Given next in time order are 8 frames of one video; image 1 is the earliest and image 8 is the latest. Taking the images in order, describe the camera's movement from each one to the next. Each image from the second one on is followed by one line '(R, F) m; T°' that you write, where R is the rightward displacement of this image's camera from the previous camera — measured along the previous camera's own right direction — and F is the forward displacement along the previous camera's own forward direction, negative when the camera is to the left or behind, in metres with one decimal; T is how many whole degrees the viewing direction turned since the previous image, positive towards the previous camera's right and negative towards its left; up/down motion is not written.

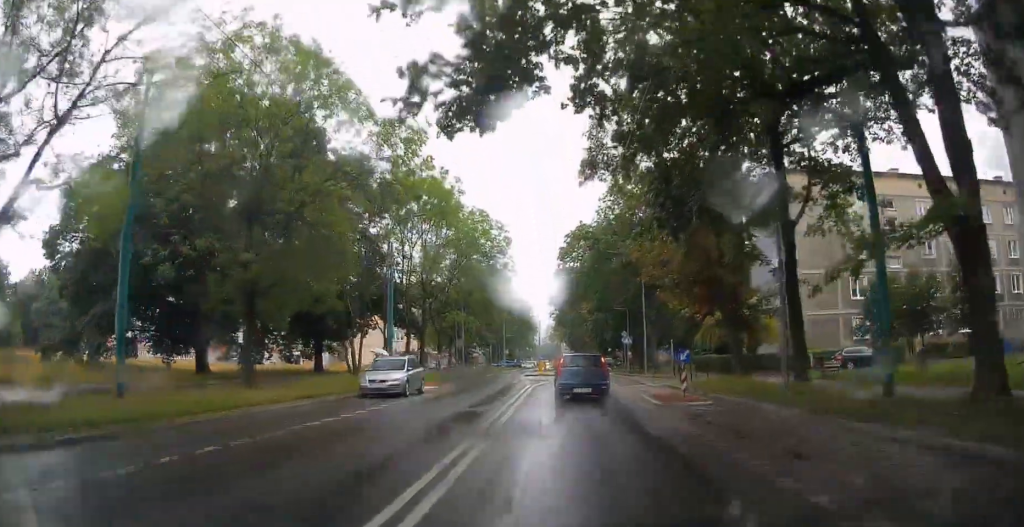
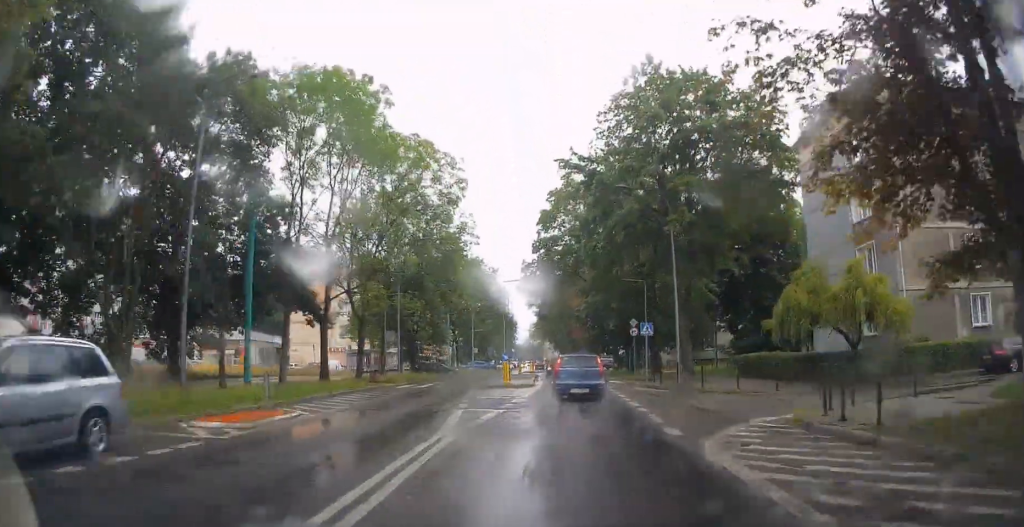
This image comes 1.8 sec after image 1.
(+0.1, +17.2) m; +2°
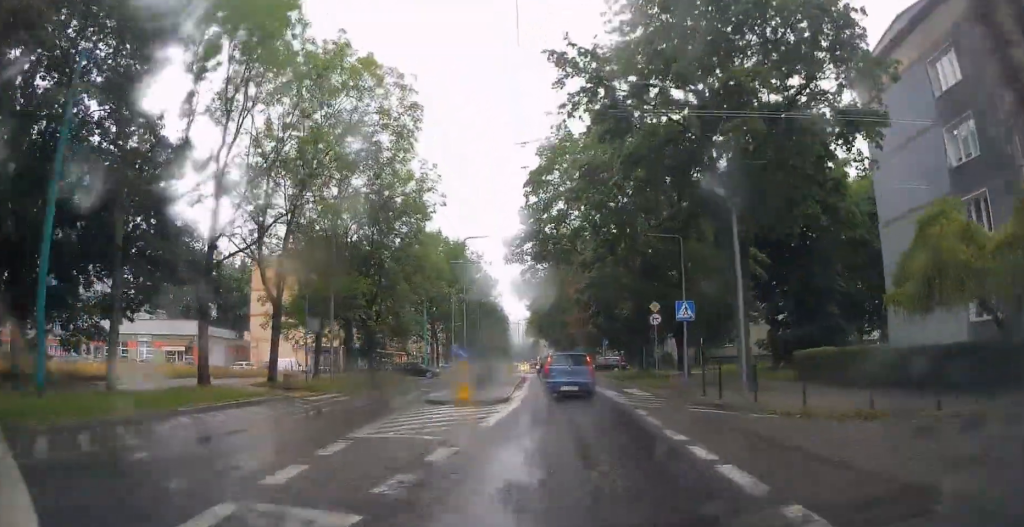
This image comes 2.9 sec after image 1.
(+0.1, +10.7) m; -2°
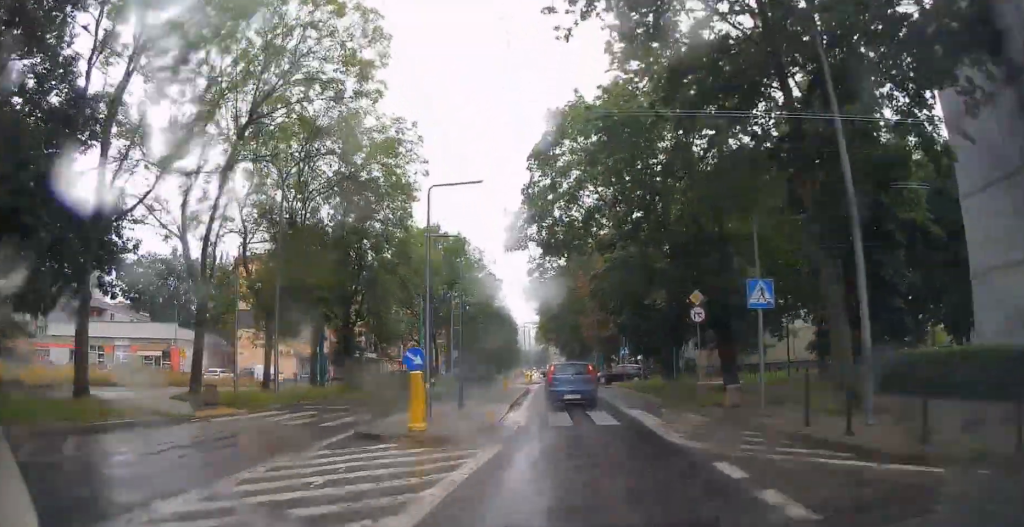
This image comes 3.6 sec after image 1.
(-0.3, +6.8) m; -2°
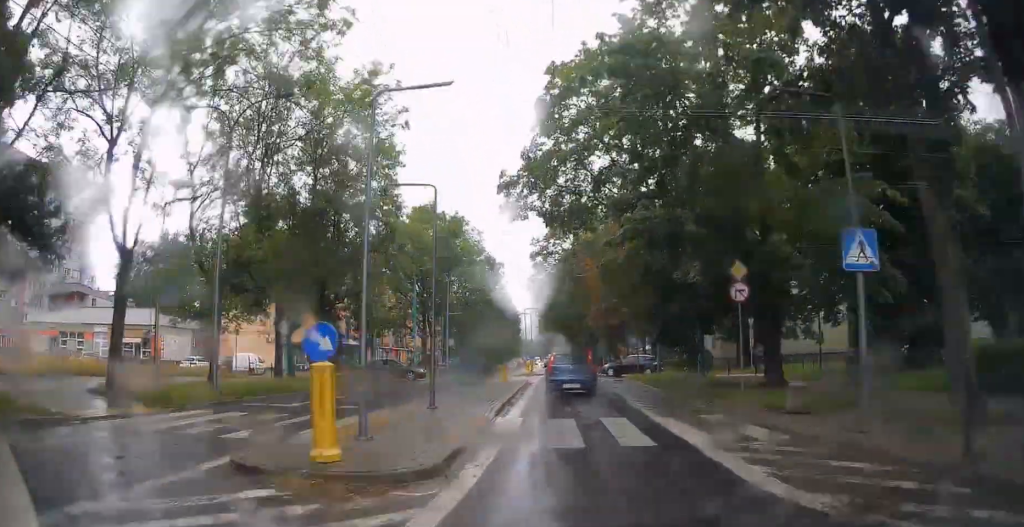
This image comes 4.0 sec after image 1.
(0.0, +4.2) m; 0°
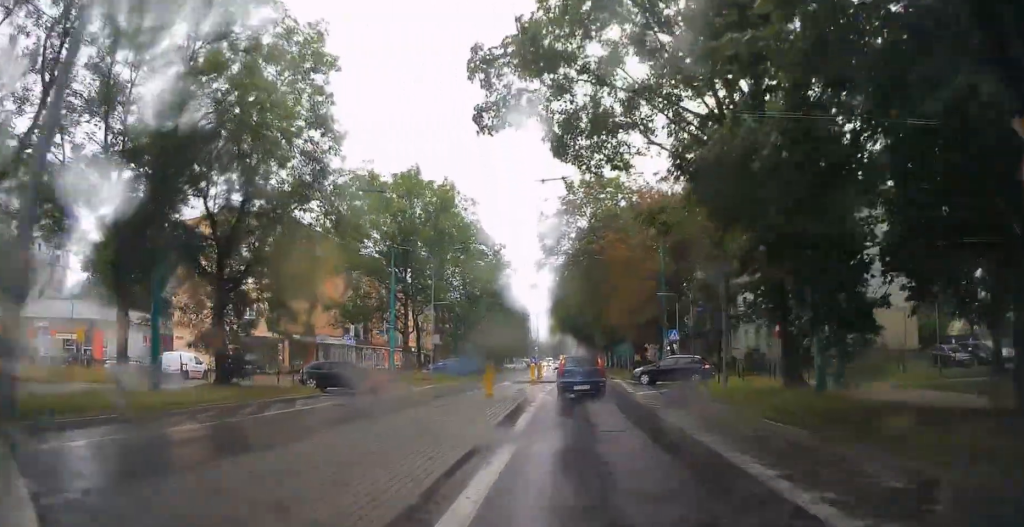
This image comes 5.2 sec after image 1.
(+0.1, +11.1) m; 0°
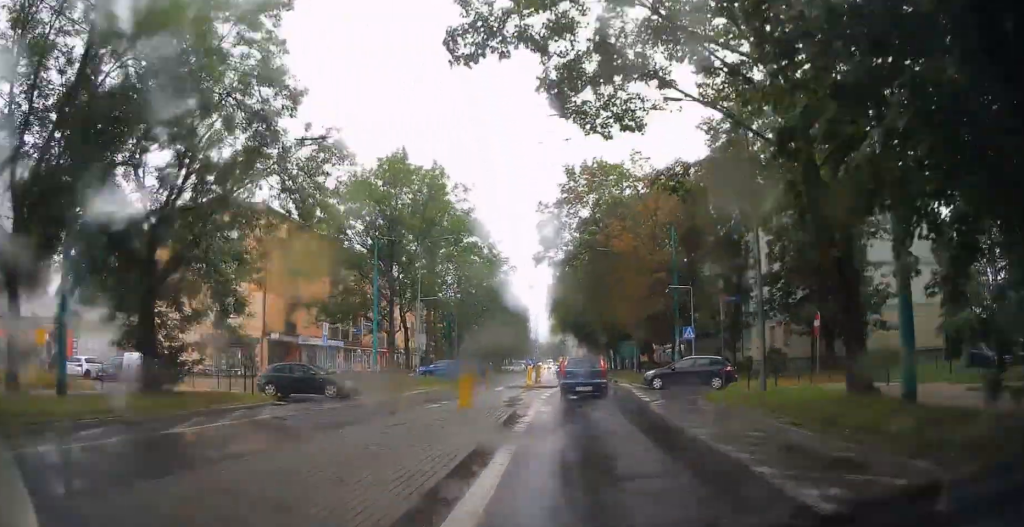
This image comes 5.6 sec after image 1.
(+0.1, +4.0) m; -1°
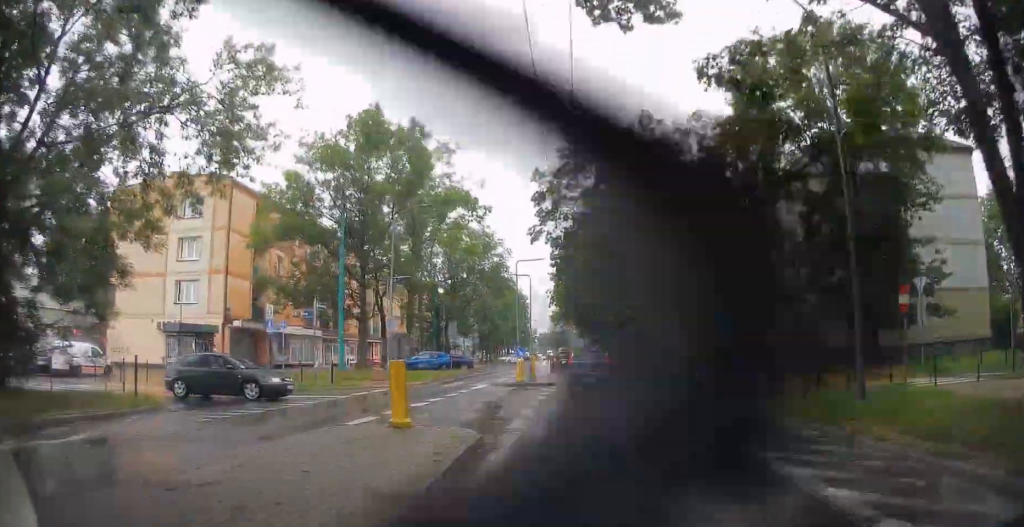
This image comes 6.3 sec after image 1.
(-0.2, +5.7) m; -1°
